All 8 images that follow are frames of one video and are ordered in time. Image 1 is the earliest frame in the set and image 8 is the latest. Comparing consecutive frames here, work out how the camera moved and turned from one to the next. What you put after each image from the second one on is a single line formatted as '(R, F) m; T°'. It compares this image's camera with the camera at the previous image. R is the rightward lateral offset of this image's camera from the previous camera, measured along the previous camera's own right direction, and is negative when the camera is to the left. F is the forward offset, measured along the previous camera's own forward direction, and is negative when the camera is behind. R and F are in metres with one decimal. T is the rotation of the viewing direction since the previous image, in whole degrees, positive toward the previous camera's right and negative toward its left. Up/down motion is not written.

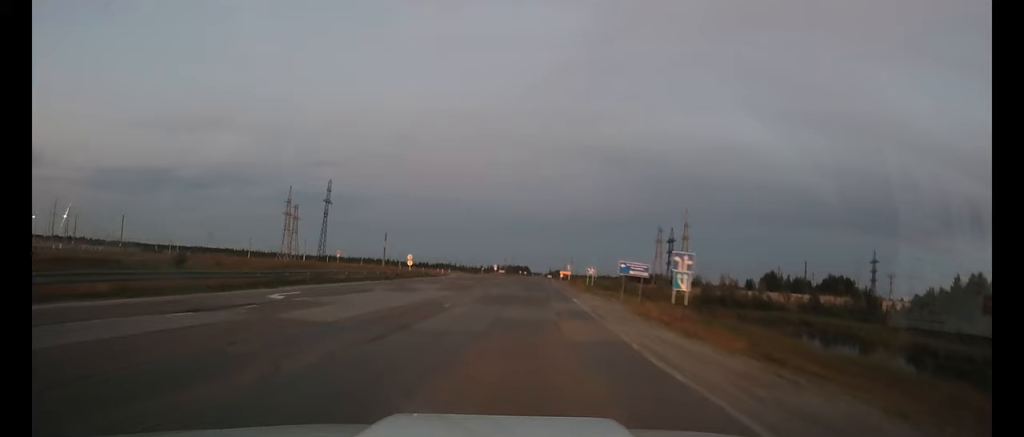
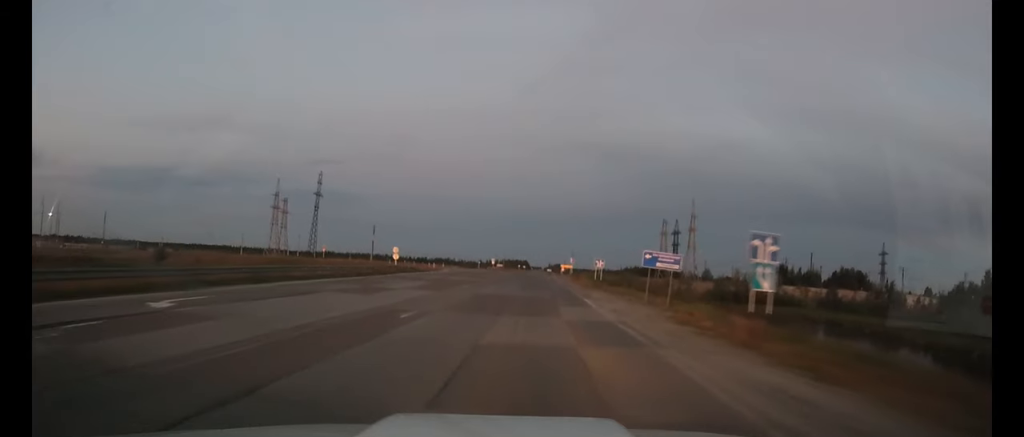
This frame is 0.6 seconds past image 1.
(0.0, +7.9) m; +1°
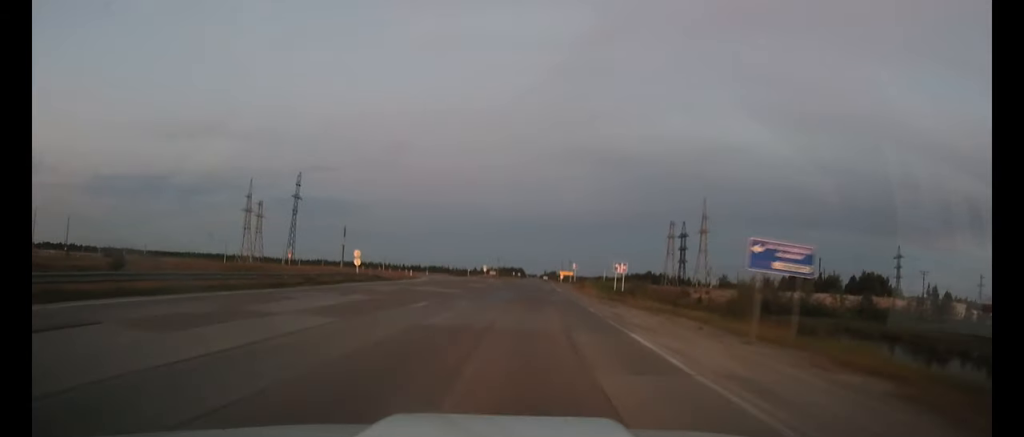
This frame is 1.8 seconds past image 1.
(+0.1, +14.4) m; +1°
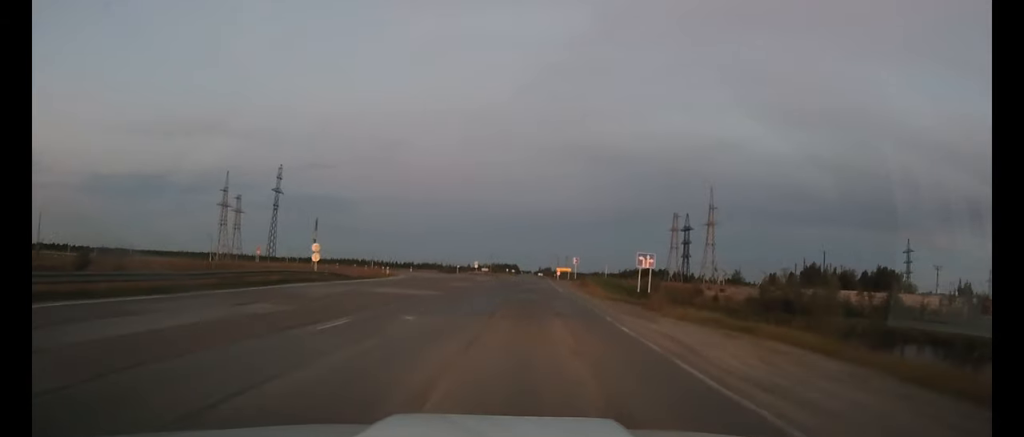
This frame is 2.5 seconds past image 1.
(0.0, +10.1) m; 0°
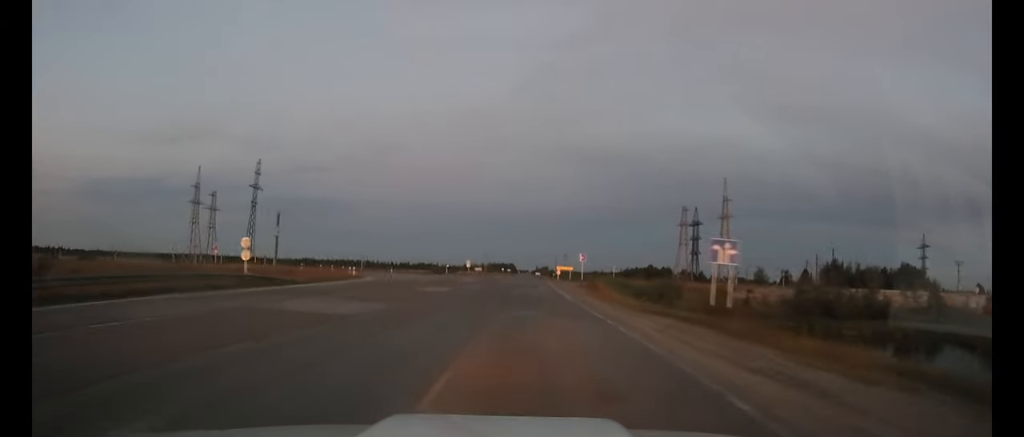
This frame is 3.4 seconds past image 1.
(+0.1, +12.0) m; 0°
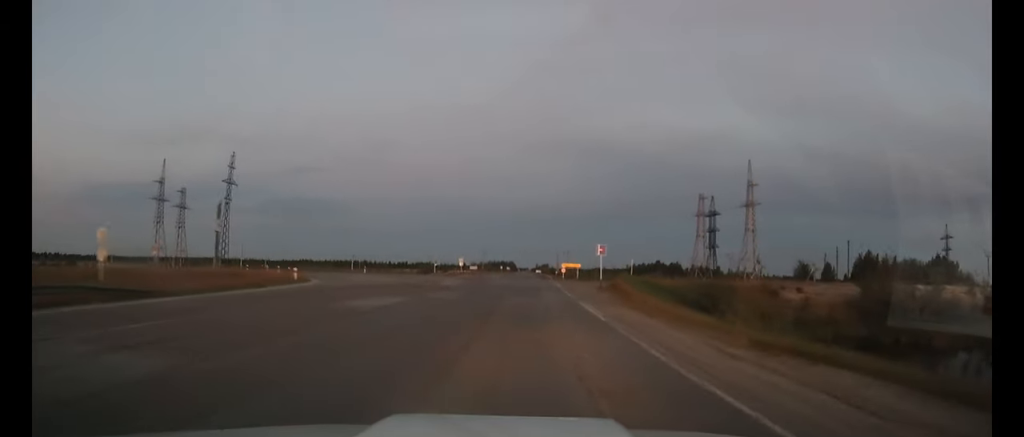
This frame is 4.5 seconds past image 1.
(0.0, +14.7) m; 0°
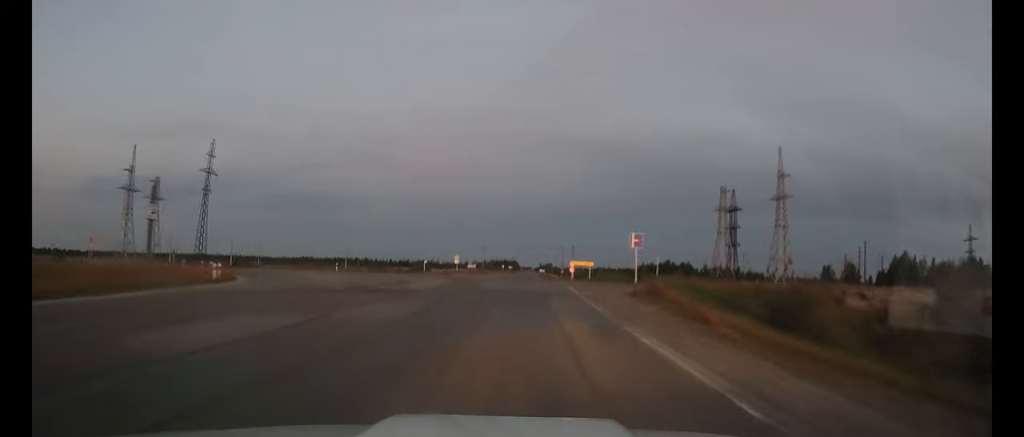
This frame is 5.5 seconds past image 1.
(0.0, +12.8) m; 0°
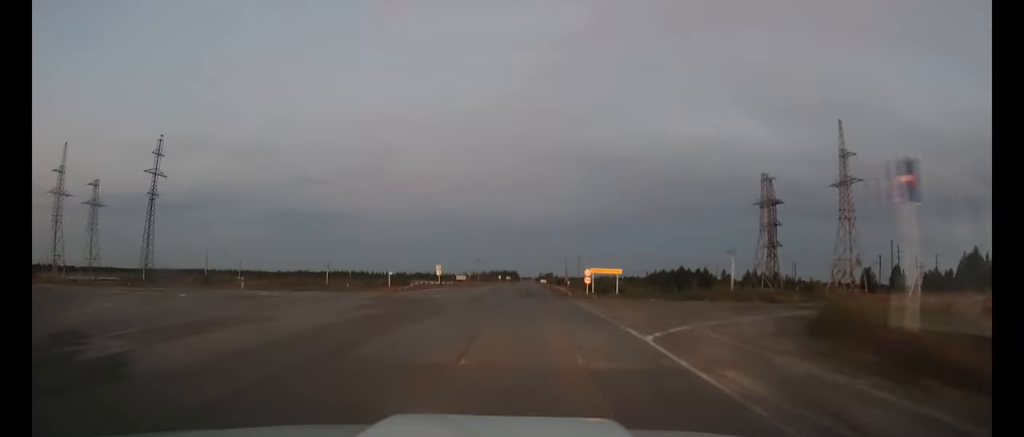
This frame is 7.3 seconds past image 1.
(0.0, +22.8) m; 0°
